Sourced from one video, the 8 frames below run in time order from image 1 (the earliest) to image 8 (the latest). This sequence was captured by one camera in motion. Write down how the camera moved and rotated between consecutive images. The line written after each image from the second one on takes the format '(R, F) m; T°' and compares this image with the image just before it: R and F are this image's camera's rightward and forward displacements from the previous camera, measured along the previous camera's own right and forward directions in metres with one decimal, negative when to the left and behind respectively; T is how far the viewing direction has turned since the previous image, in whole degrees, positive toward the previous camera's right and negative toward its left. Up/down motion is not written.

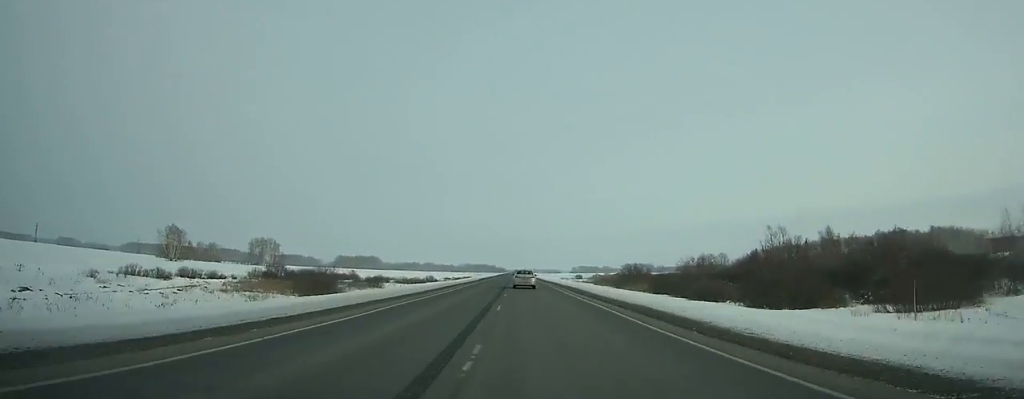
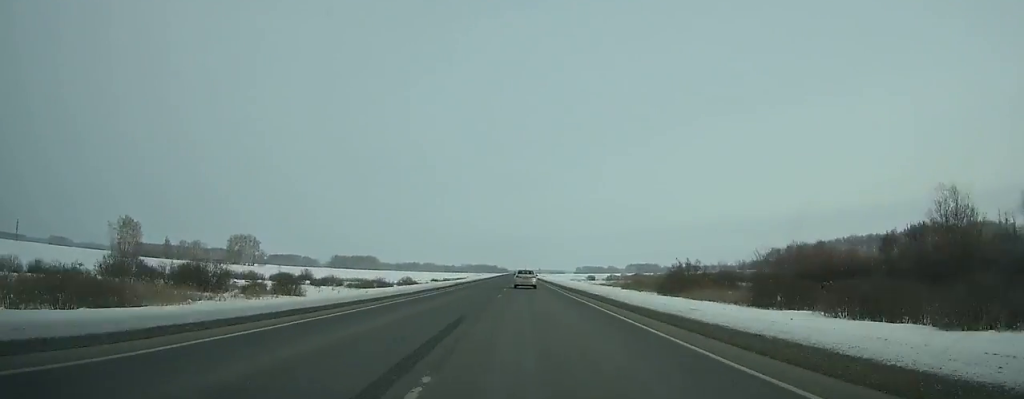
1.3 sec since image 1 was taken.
(0.0, +38.4) m; 0°
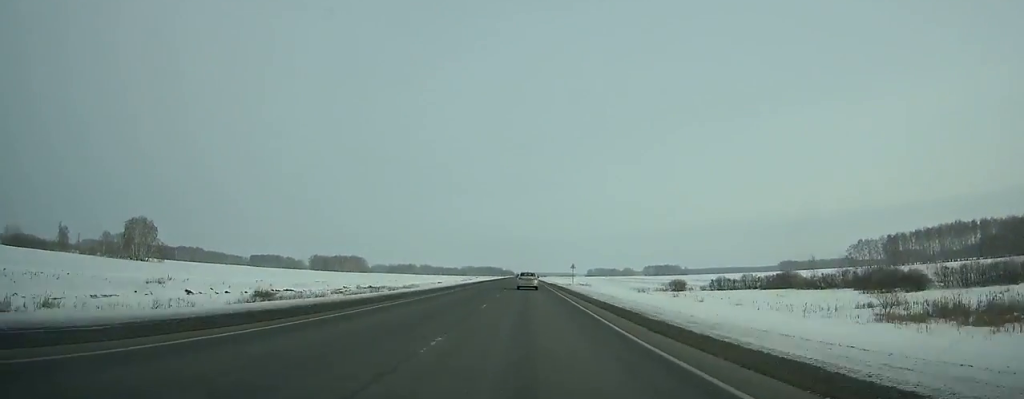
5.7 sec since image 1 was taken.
(-0.4, +129.1) m; 0°
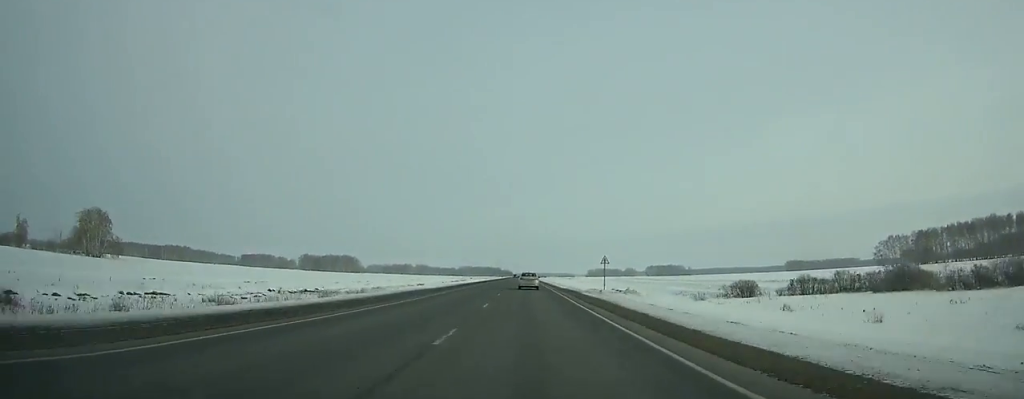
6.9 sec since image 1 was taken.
(0.0, +35.0) m; 0°
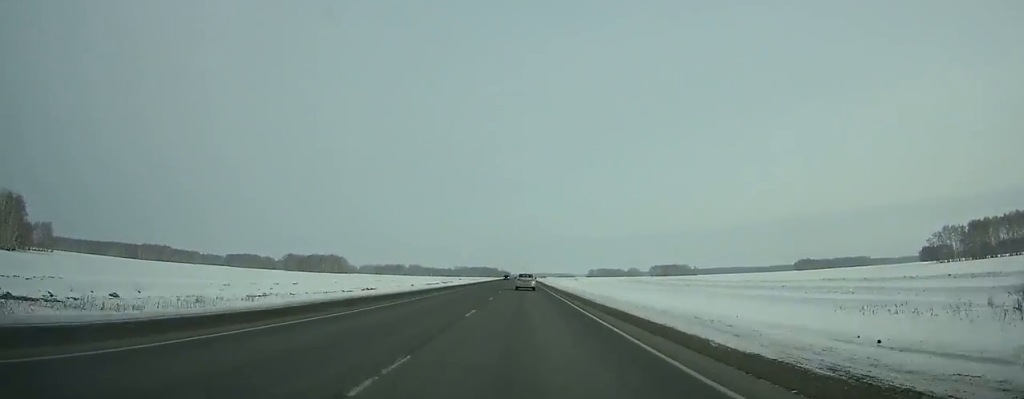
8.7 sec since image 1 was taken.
(0.0, +52.7) m; 0°
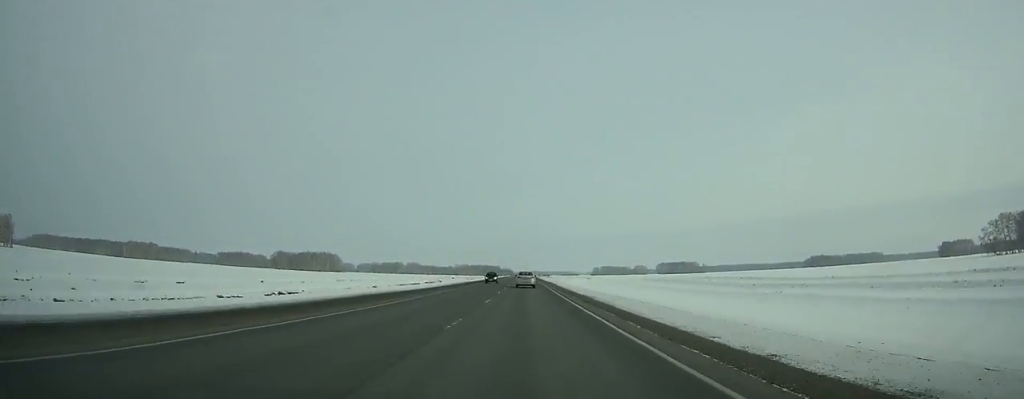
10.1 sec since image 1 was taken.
(0.0, +41.0) m; 0°
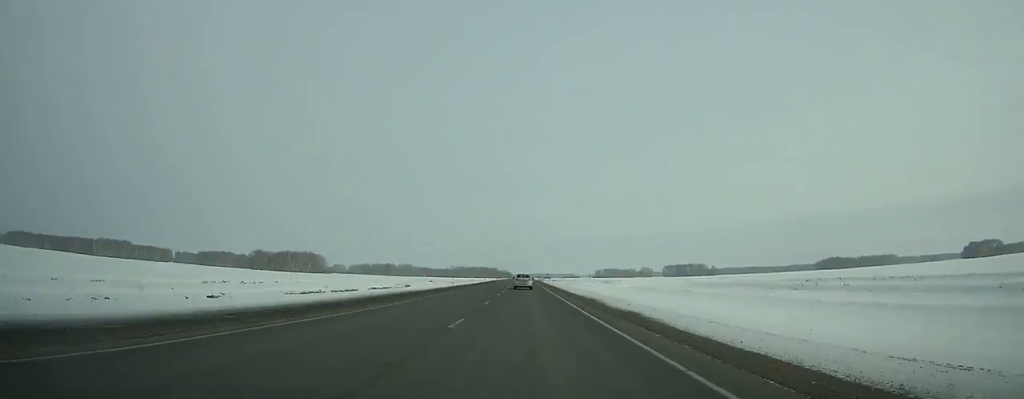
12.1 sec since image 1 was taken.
(-0.1, +58.6) m; 0°
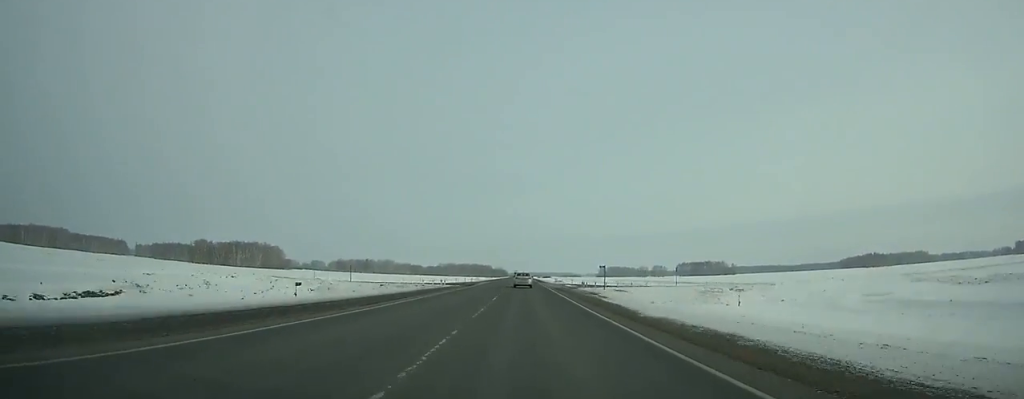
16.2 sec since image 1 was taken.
(-0.2, +120.3) m; 0°
